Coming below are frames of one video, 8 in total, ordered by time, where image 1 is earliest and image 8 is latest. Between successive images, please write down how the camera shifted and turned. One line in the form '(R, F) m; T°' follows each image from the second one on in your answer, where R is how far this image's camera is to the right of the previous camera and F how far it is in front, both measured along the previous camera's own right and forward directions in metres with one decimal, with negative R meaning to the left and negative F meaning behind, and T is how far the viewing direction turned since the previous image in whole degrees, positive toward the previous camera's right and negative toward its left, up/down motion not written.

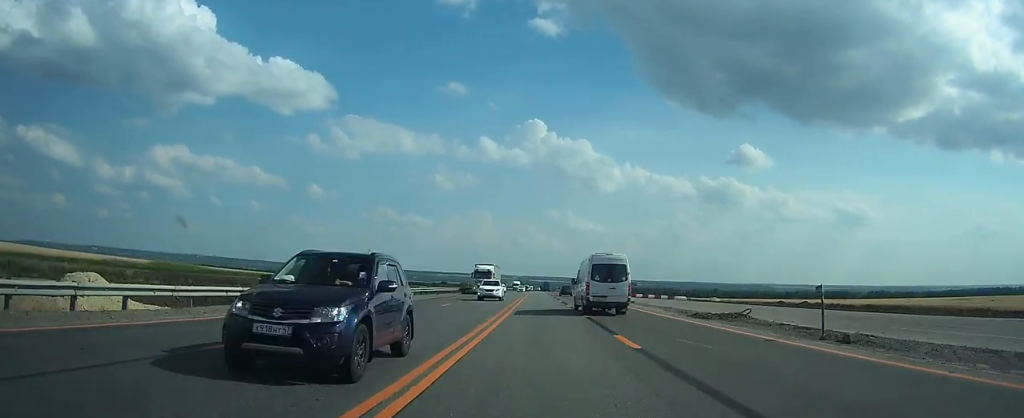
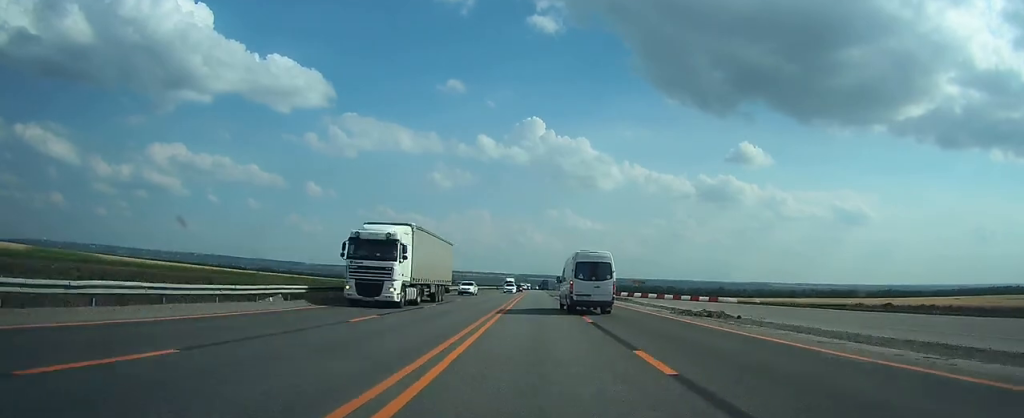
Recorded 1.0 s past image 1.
(0.0, +28.3) m; 0°
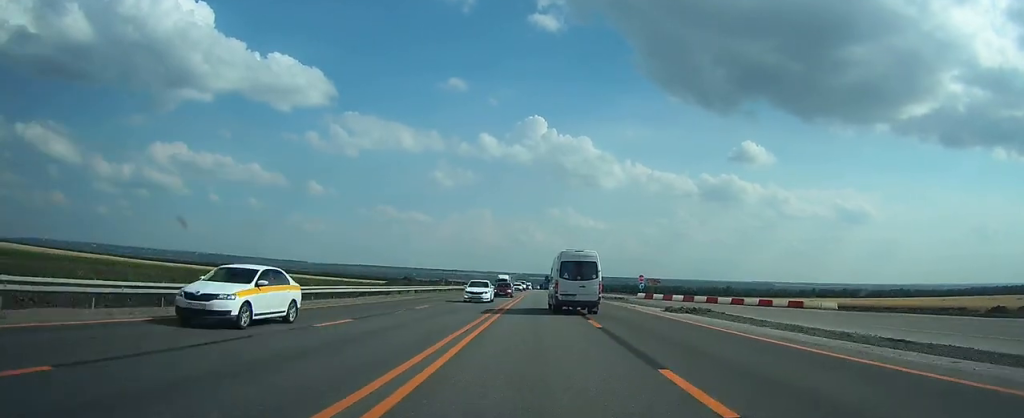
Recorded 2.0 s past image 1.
(+0.1, +27.3) m; 0°
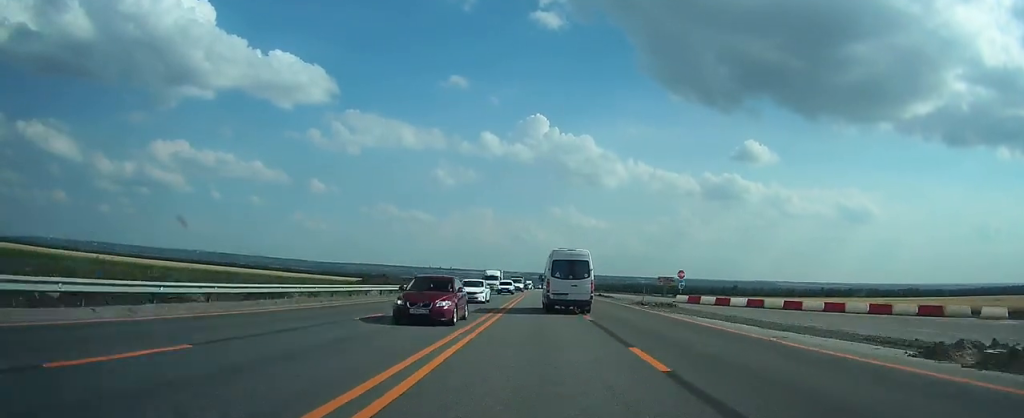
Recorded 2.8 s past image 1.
(0.0, +21.8) m; 0°
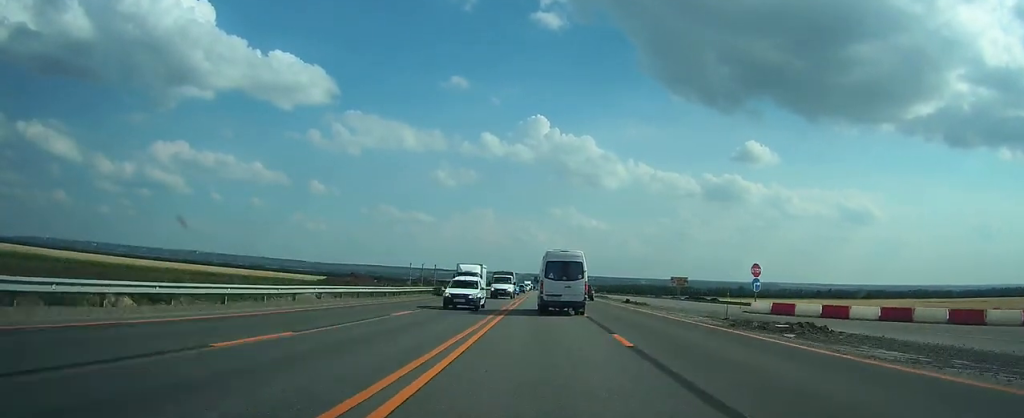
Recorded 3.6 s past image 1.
(0.0, +20.7) m; 0°
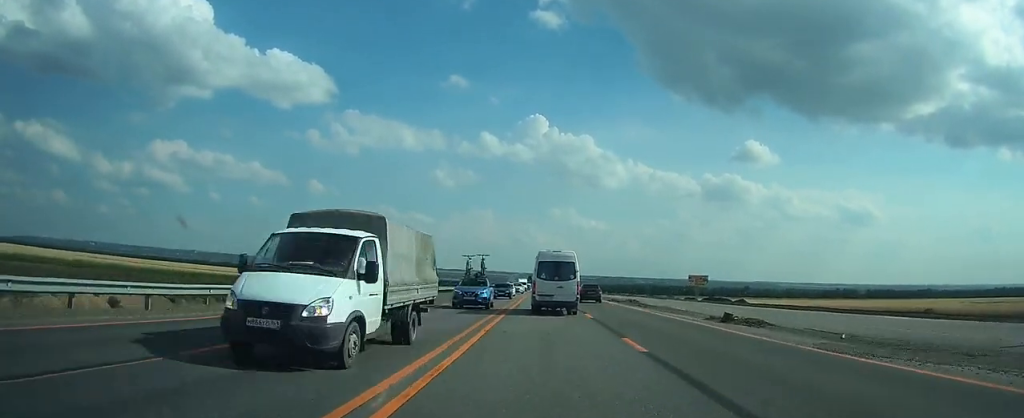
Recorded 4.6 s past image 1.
(0.0, +25.9) m; 0°
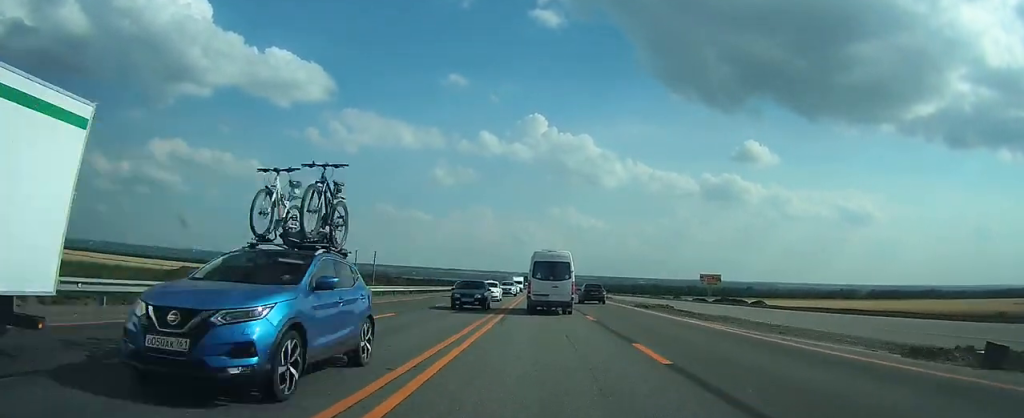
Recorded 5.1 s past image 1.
(0.0, +14.1) m; 0°
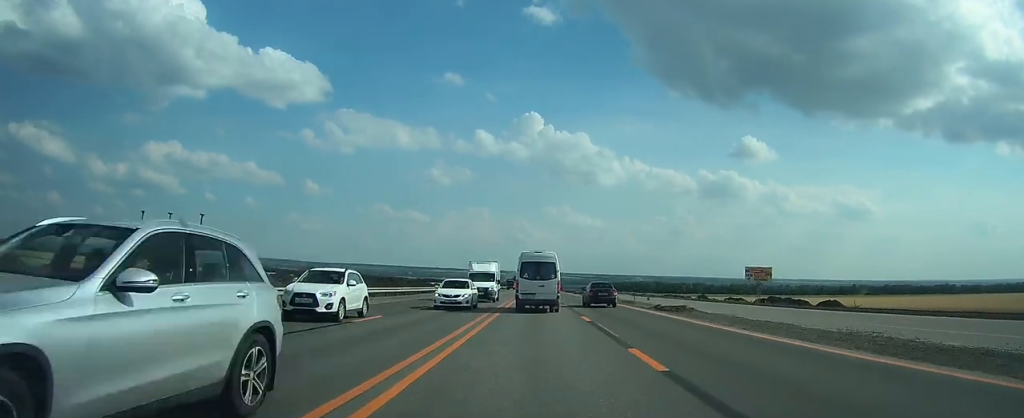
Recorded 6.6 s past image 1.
(+0.1, +38.4) m; 0°
